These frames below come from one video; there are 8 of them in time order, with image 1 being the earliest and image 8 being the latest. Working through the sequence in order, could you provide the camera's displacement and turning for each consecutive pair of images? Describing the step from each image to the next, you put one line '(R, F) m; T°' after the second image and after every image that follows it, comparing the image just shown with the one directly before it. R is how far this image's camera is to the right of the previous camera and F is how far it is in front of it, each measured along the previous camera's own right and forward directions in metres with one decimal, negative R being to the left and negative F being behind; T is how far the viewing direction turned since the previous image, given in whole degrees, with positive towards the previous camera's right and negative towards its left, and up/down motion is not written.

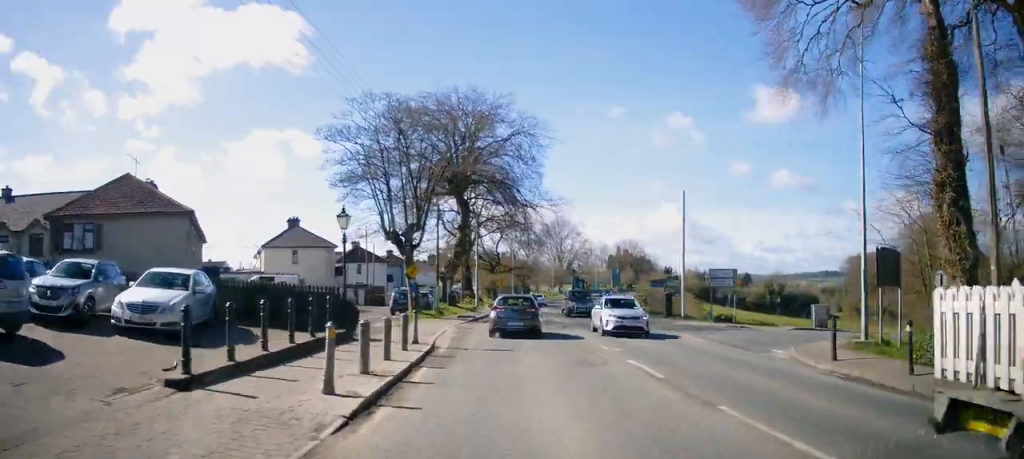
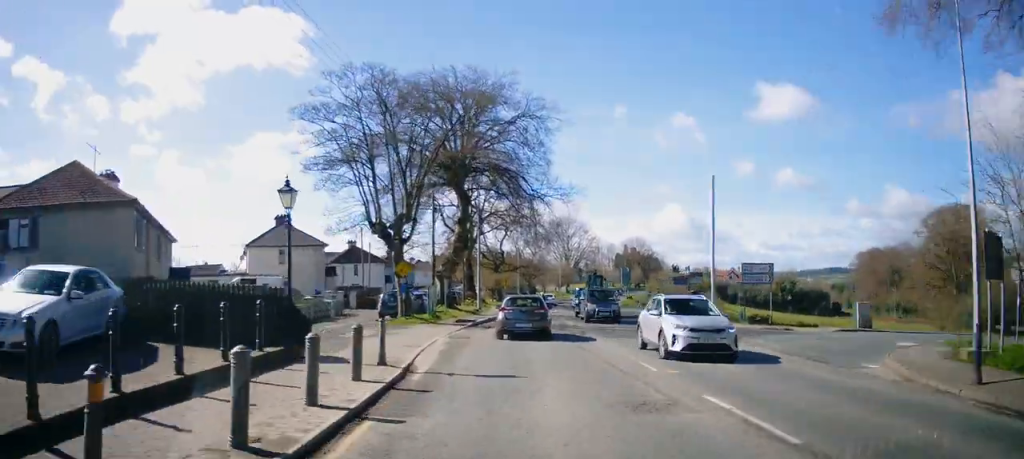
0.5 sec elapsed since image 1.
(0.0, +4.8) m; +1°
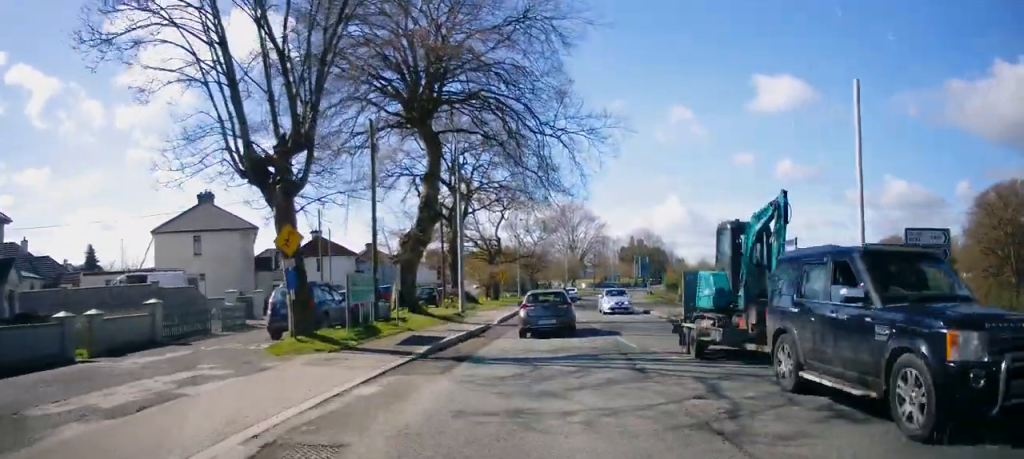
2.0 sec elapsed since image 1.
(+0.2, +15.0) m; -1°
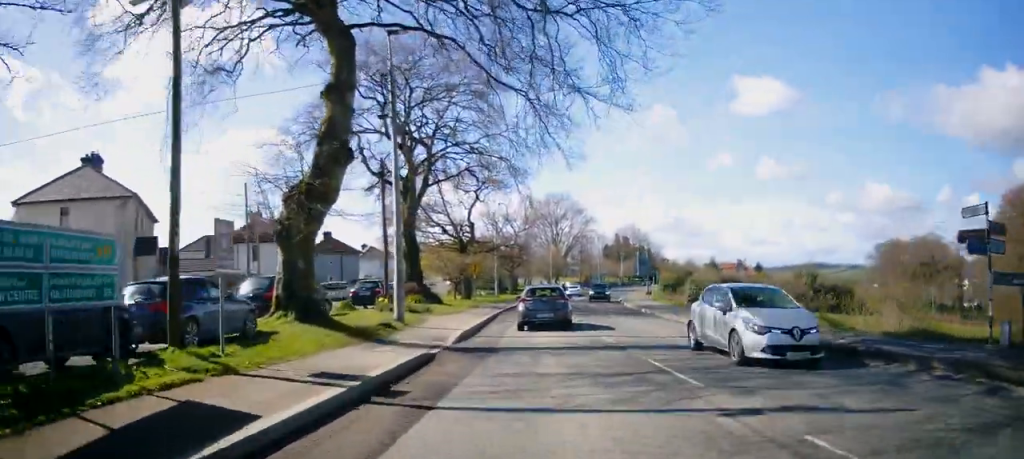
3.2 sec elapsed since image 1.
(-0.4, +11.9) m; 0°
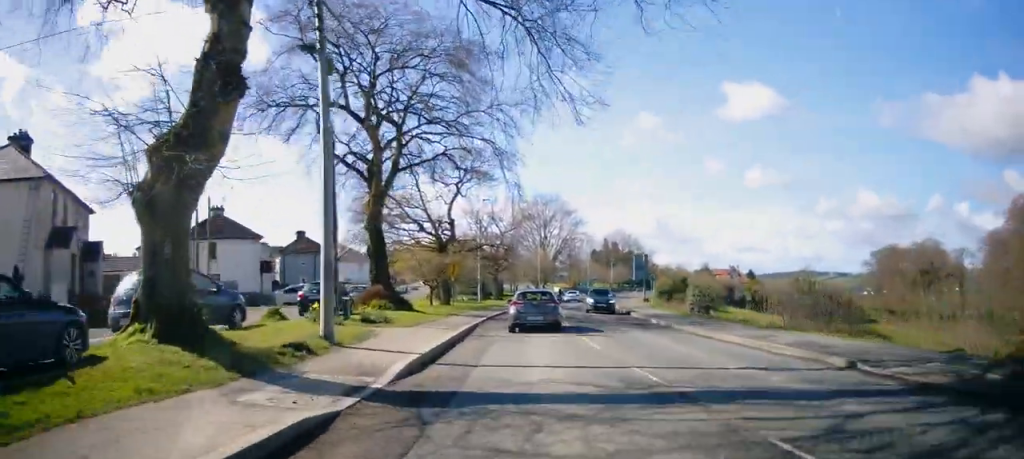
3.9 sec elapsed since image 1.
(+0.1, +5.8) m; +2°
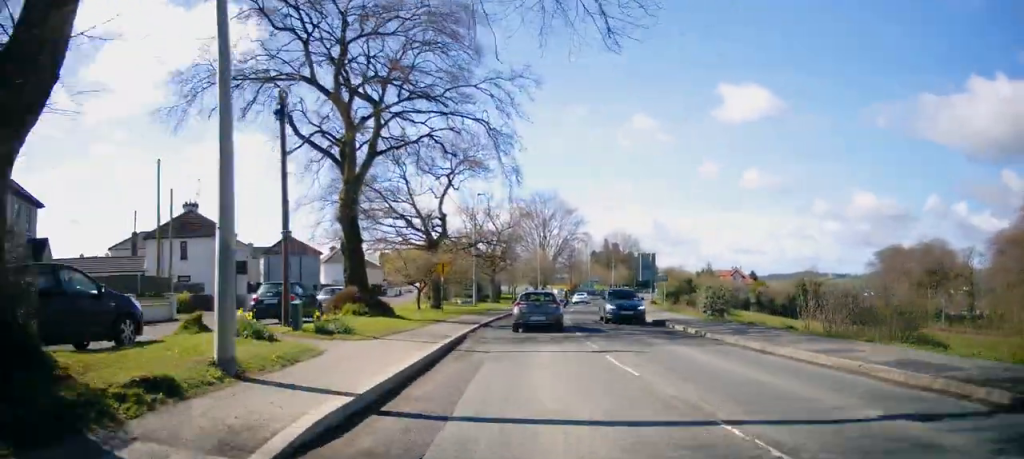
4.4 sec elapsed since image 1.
(+0.1, +4.6) m; +1°
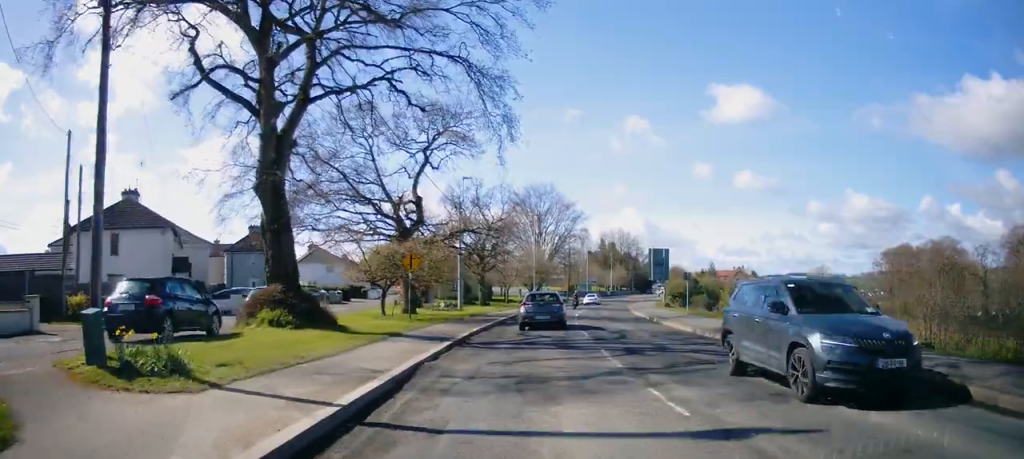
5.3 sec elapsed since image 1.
(+0.1, +8.3) m; +2°
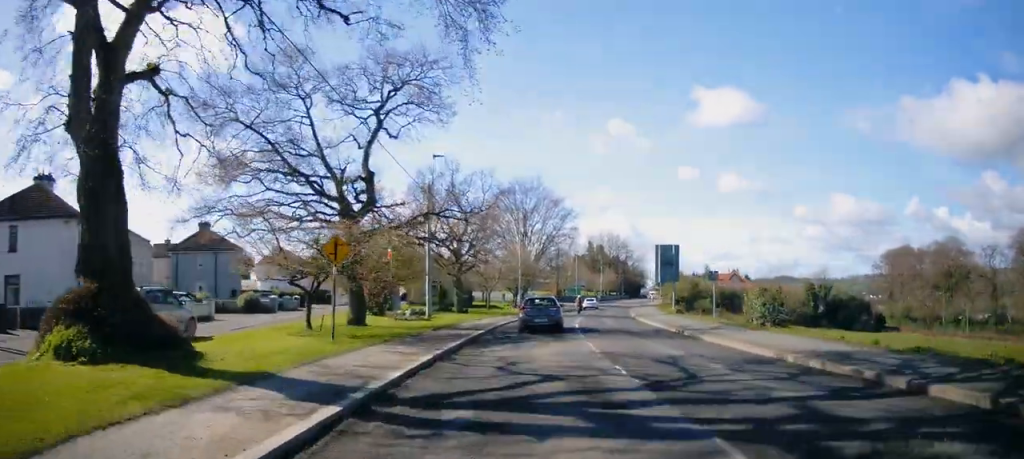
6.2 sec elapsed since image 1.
(+0.2, +8.5) m; +2°
